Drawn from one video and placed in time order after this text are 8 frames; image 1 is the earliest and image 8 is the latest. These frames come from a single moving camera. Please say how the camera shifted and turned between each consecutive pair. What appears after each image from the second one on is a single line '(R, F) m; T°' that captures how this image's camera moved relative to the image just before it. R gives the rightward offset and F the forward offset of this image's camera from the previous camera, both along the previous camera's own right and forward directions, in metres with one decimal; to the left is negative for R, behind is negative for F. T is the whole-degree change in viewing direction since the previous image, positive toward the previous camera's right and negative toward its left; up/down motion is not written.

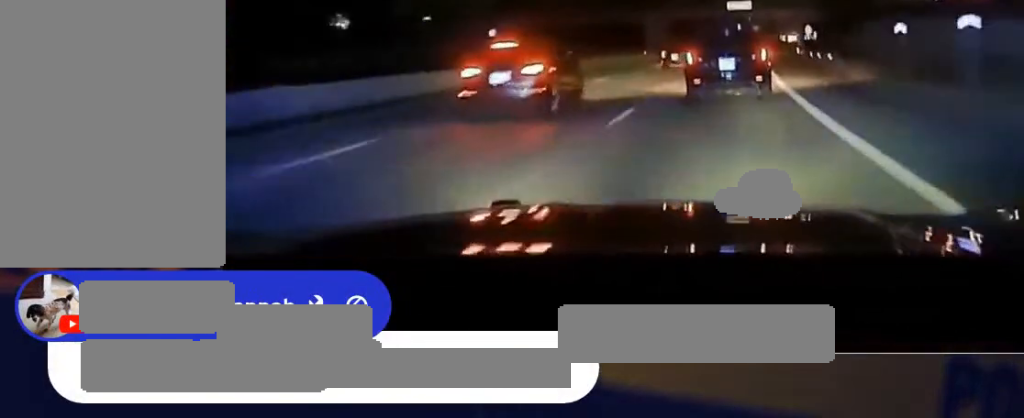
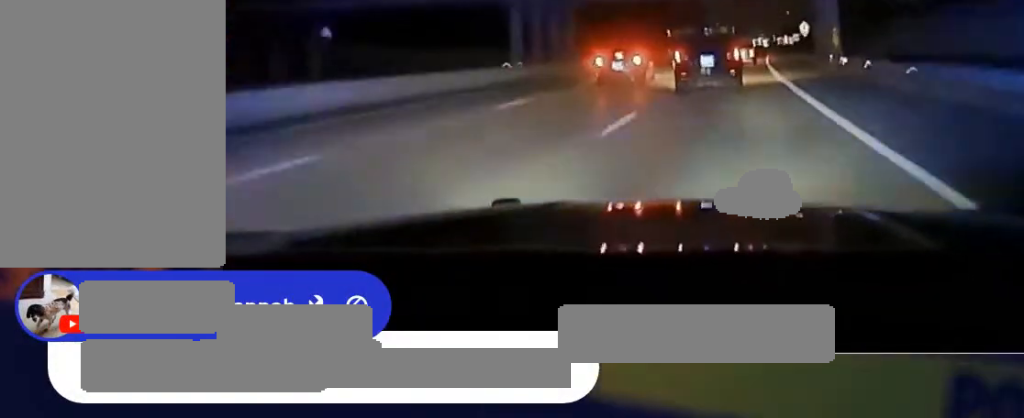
(+1.0, +51.7) m; +2°
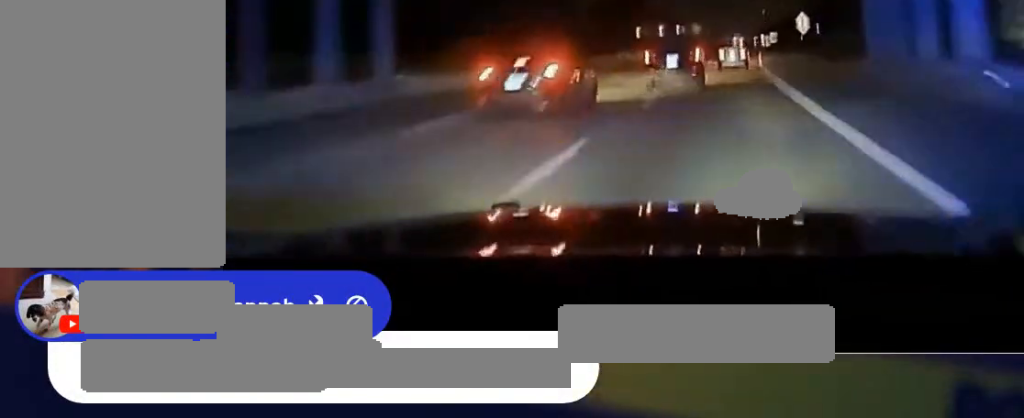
(+0.5, +40.1) m; +1°
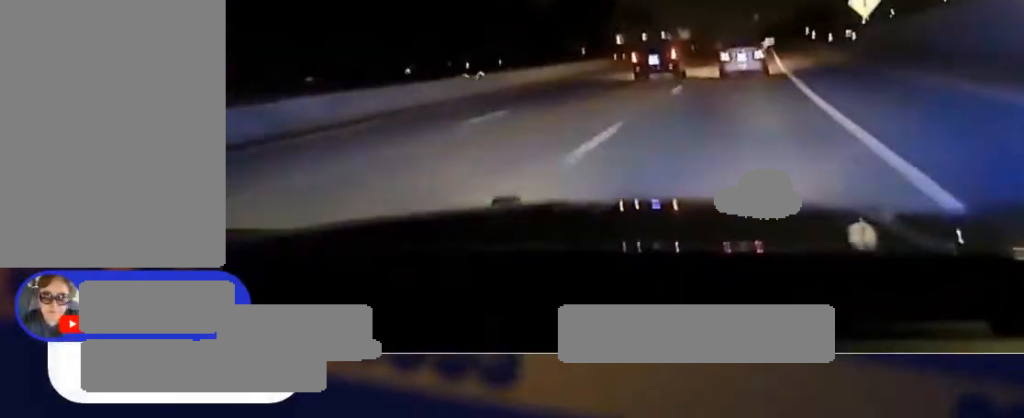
(+0.3, +51.6) m; 0°
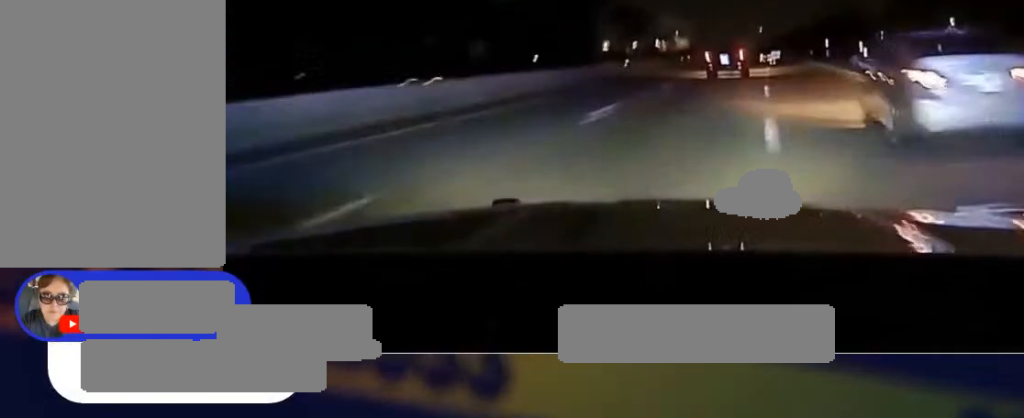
(+0.2, +55.5) m; +1°
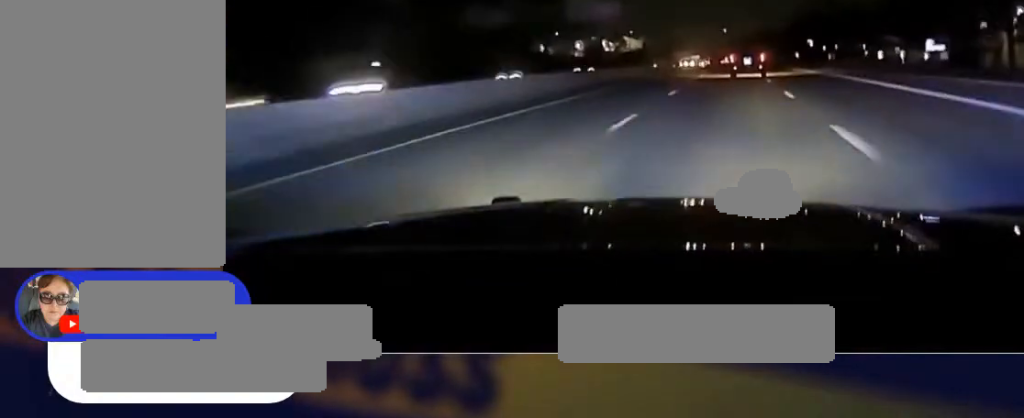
(+1.2, +50.9) m; +2°
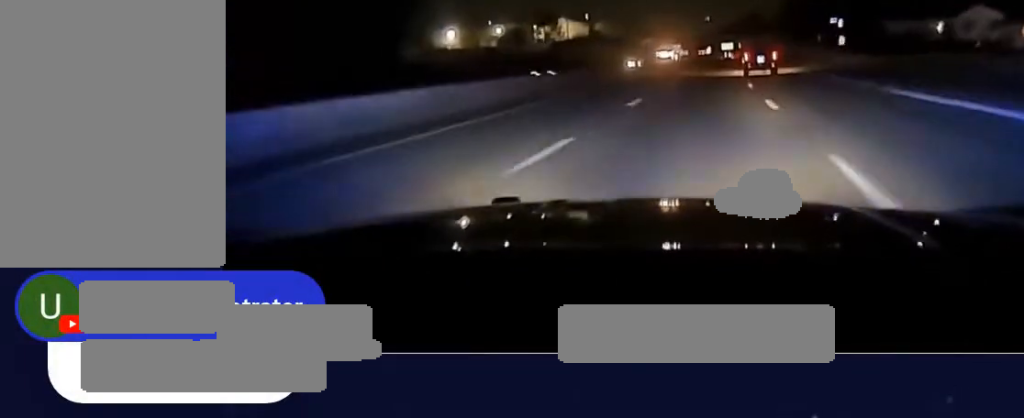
(+0.6, +61.7) m; +1°
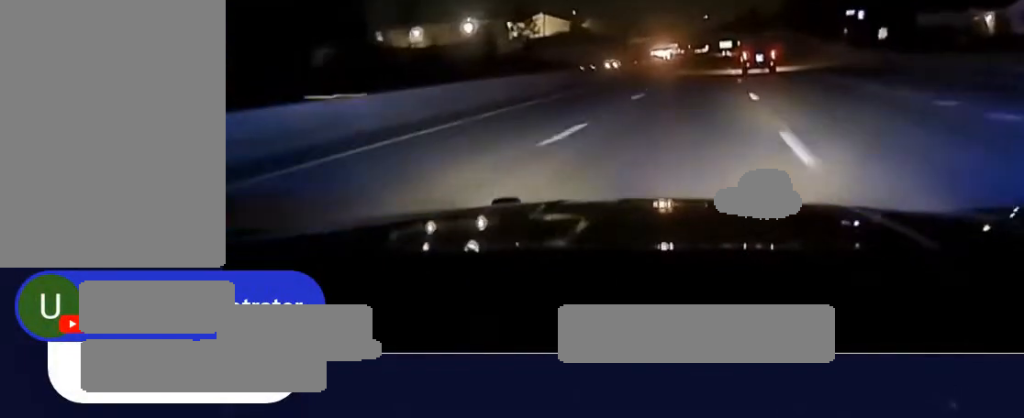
(0.0, +15.7) m; 0°
